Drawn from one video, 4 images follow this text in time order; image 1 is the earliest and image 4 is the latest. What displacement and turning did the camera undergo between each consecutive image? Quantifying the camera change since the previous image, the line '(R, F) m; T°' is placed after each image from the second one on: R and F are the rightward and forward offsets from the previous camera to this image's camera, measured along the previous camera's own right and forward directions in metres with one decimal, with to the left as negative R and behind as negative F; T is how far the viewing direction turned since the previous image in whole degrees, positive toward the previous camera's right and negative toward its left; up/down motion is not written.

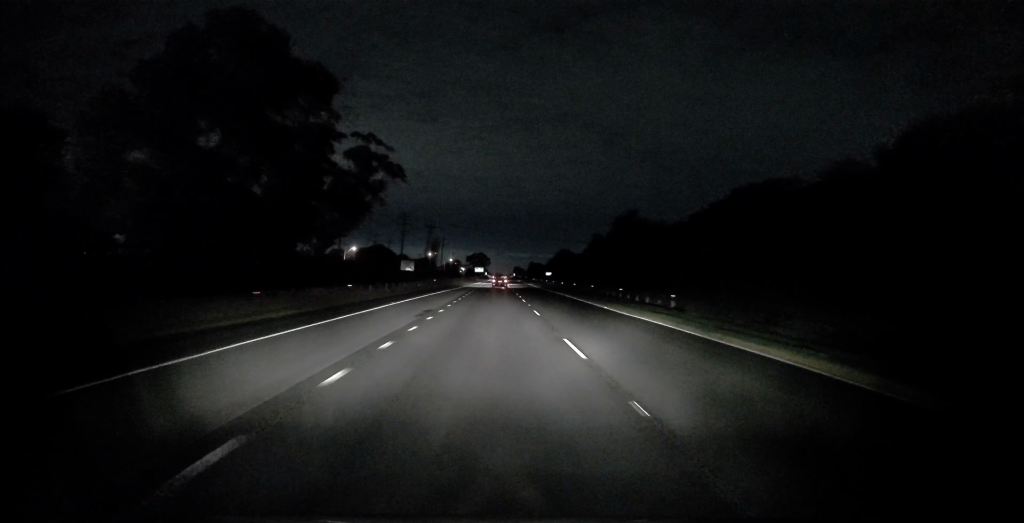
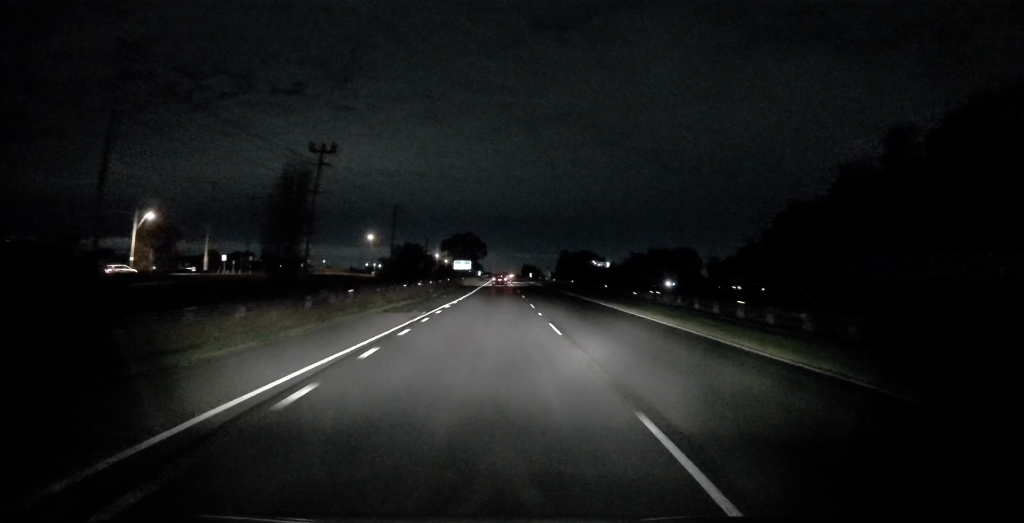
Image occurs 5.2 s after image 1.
(+2.2, +122.1) m; 0°
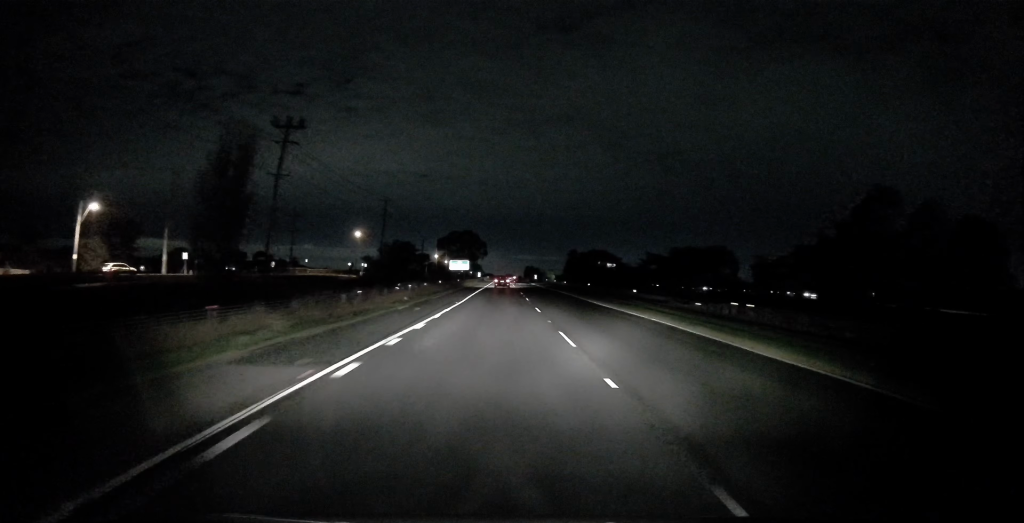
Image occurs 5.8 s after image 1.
(-0.4, +14.3) m; 0°
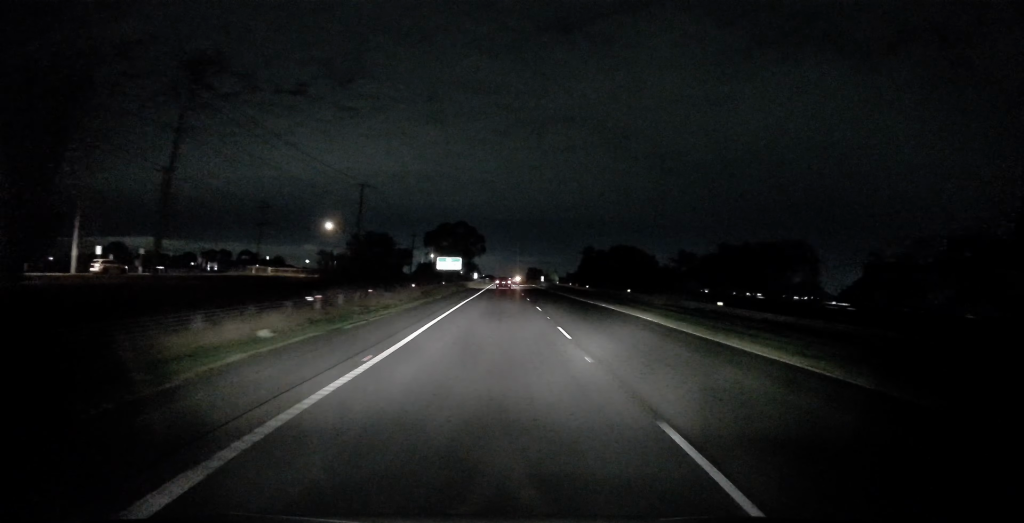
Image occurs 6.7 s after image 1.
(0.0, +22.1) m; +1°
